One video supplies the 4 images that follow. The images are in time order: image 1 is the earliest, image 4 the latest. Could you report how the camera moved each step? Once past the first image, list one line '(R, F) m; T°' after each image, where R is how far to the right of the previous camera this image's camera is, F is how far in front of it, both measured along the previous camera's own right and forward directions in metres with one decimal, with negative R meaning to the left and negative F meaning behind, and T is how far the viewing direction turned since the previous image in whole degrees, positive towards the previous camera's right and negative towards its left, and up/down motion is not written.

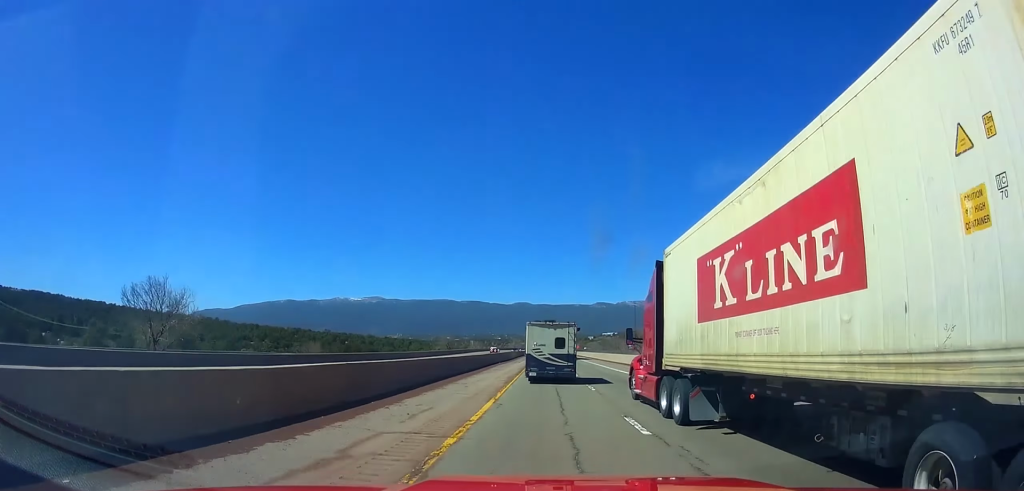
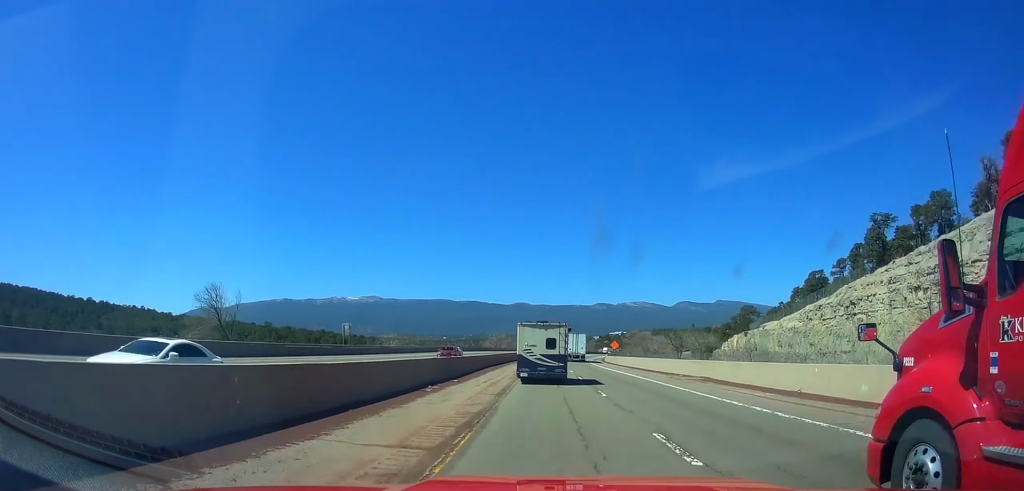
(-0.6, +125.0) m; 0°
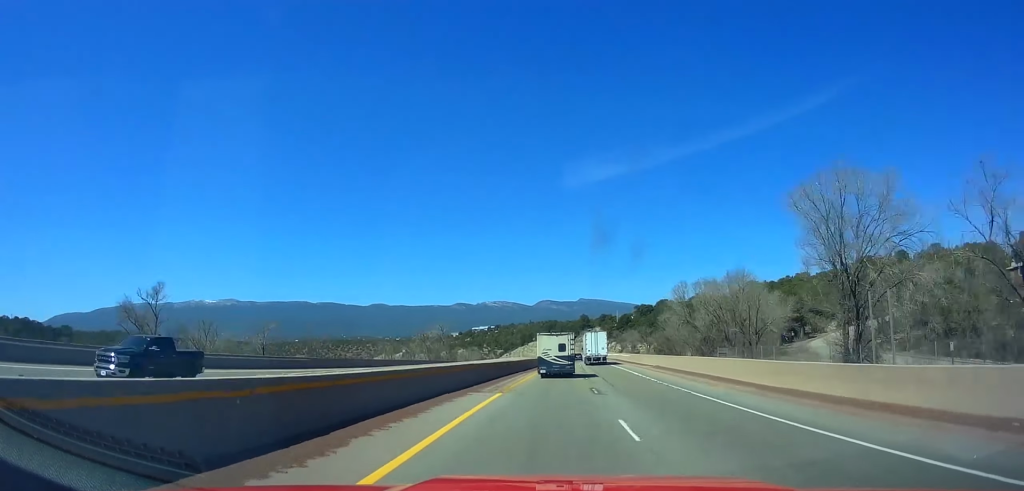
(+17.4, +227.3) m; +11°
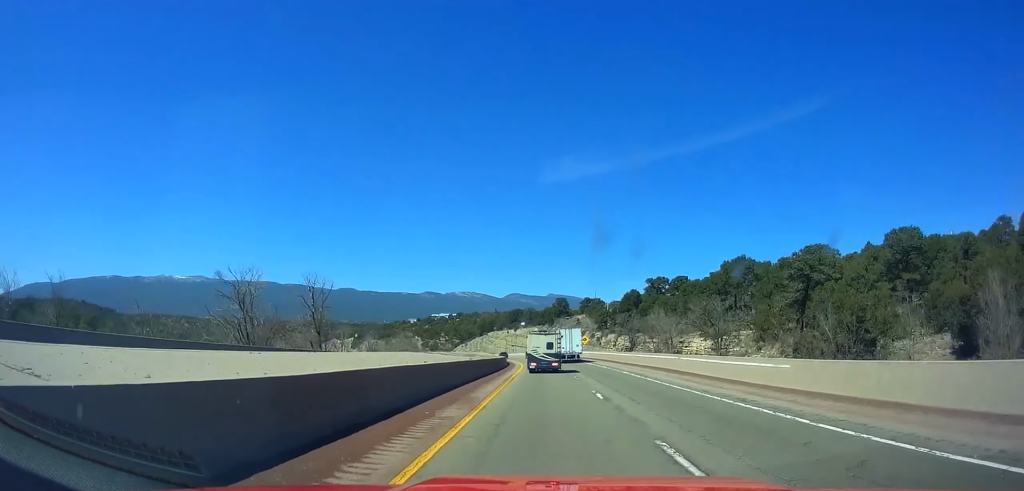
(+2.4, +63.5) m; +2°
